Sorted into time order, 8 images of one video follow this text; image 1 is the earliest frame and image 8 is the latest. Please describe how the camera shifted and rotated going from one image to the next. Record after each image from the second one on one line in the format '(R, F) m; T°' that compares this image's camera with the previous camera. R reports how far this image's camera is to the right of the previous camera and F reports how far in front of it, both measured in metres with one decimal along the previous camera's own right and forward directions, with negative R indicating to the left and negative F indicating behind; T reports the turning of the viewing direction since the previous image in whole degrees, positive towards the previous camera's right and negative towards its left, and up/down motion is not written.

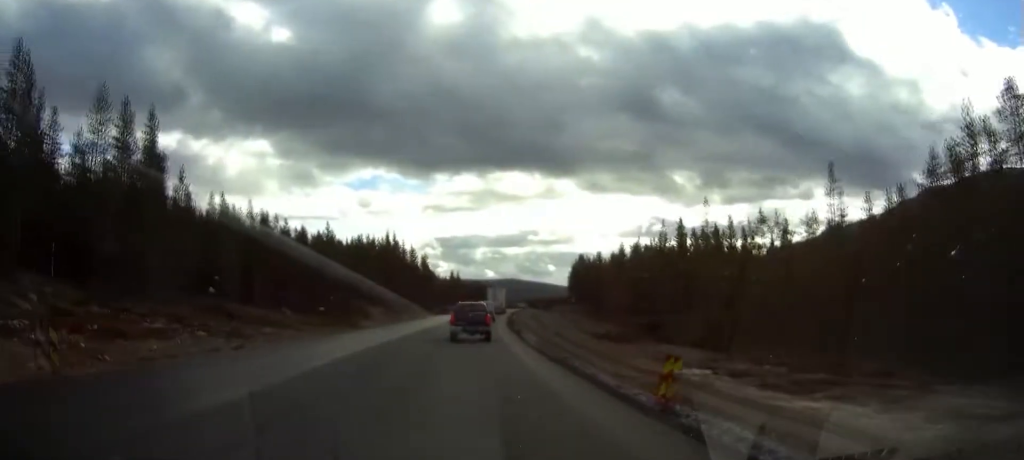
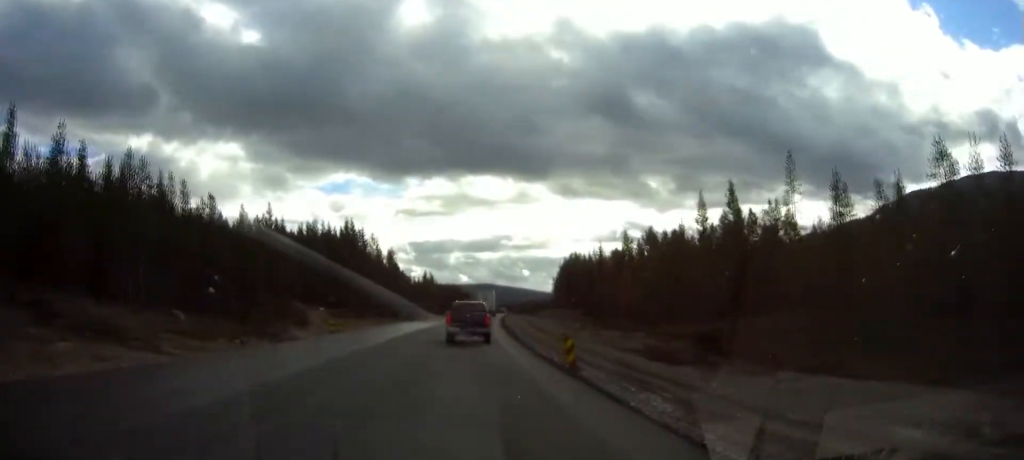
(+0.7, +28.0) m; +3°
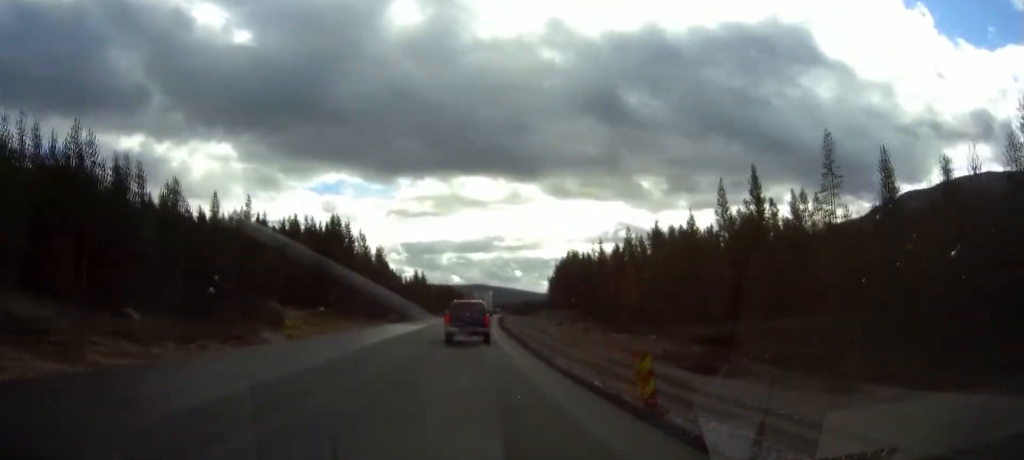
(+0.1, +8.0) m; +1°
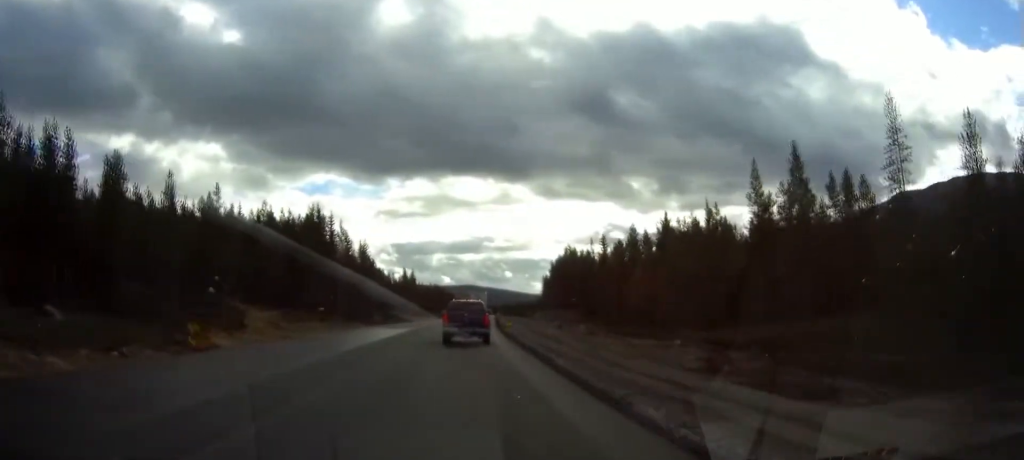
(+0.1, +10.6) m; +1°
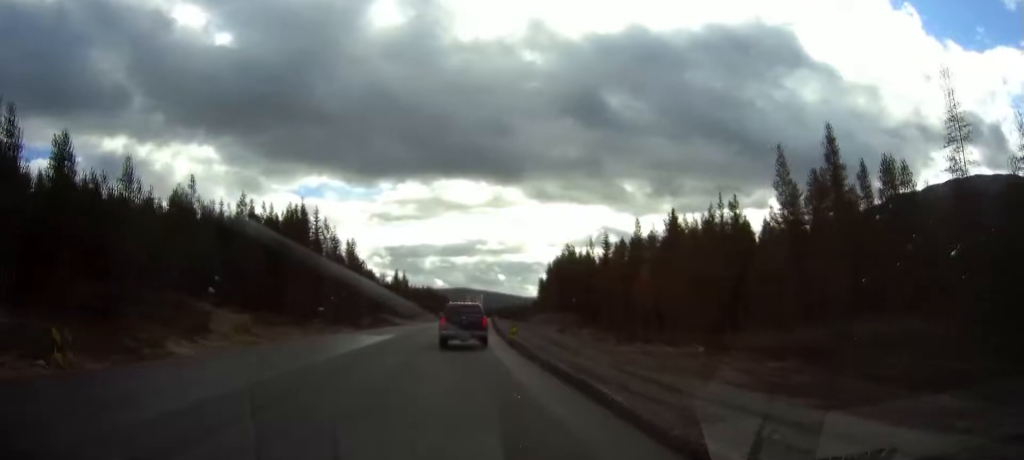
(0.0, +7.2) m; +1°
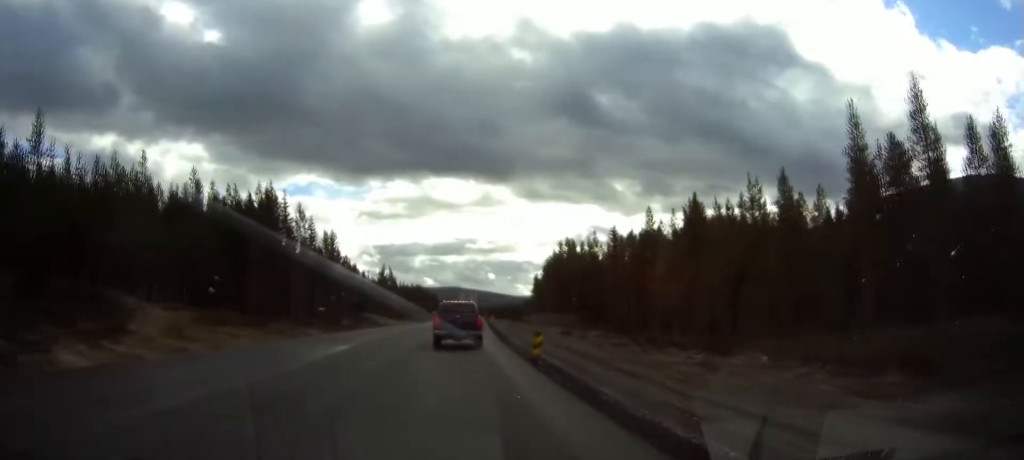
(+0.2, +12.7) m; +1°
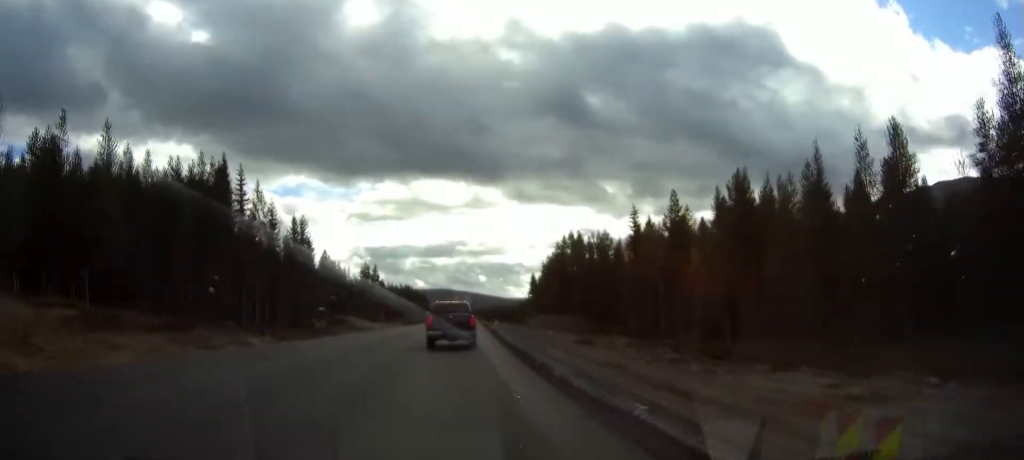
(+0.1, +17.2) m; +1°
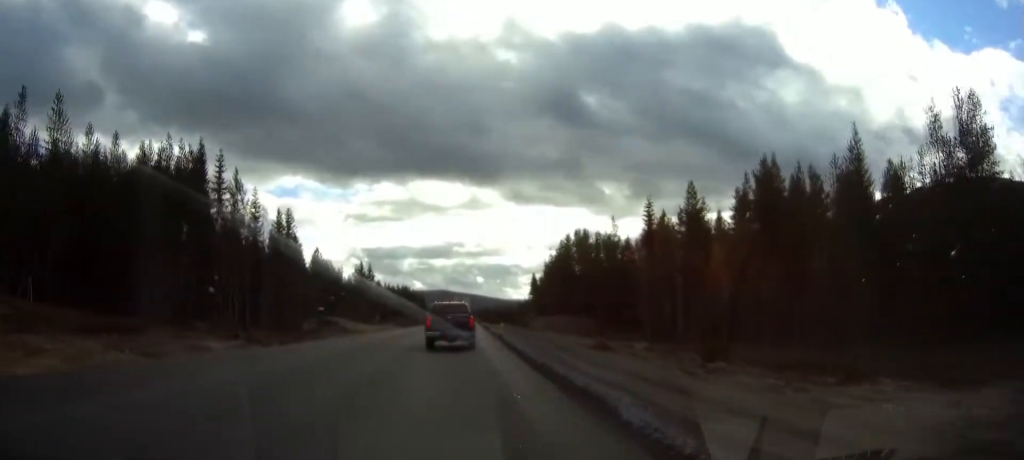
(+0.1, +7.4) m; +1°
